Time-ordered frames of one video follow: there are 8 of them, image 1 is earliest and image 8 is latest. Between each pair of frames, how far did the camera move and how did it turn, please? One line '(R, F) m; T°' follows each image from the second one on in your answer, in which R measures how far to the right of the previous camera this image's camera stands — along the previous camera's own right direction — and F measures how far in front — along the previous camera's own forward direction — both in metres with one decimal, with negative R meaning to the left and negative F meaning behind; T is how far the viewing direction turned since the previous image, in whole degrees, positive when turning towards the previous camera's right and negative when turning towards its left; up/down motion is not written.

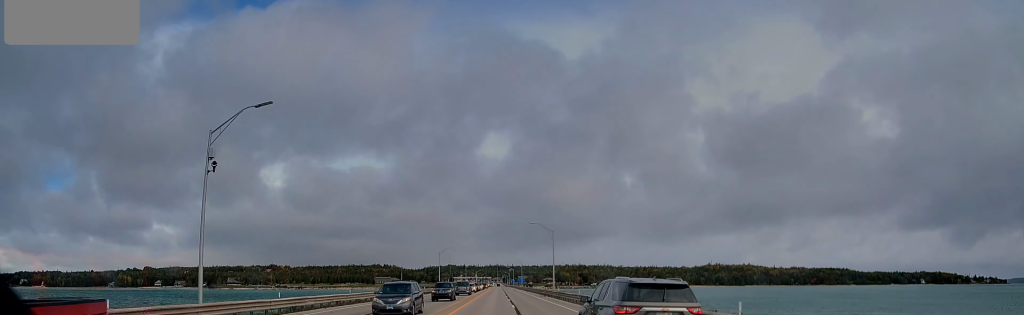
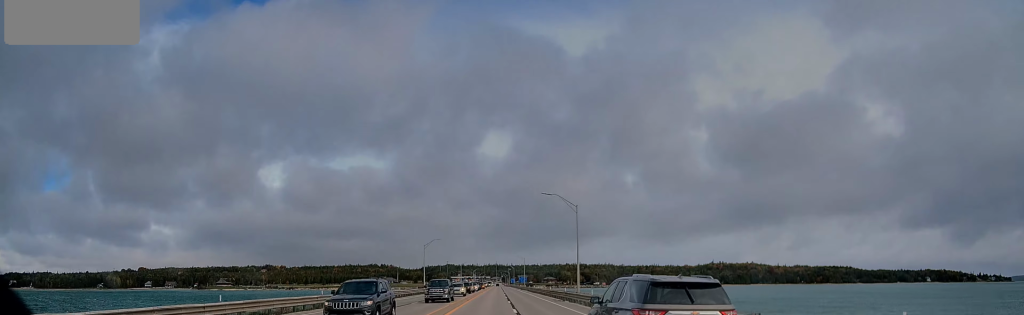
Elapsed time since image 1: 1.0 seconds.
(-0.2, +23.8) m; -1°
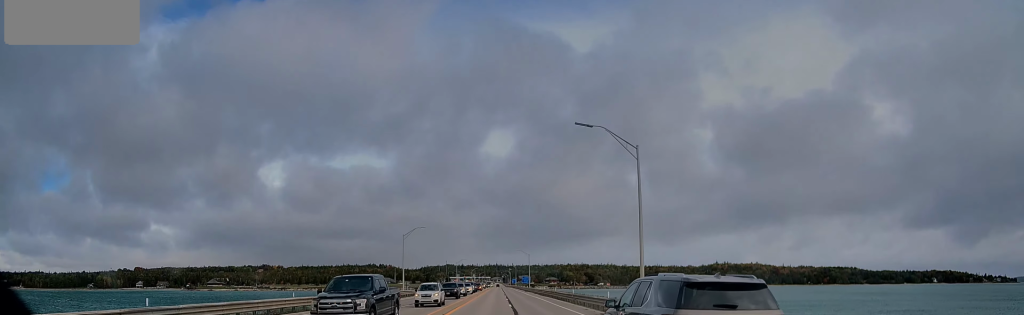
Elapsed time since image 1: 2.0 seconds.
(-0.1, +22.1) m; -1°
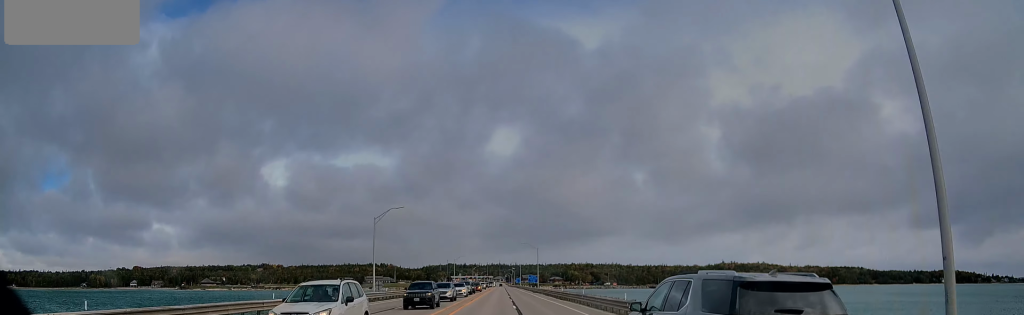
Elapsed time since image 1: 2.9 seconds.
(-0.2, +22.2) m; 0°
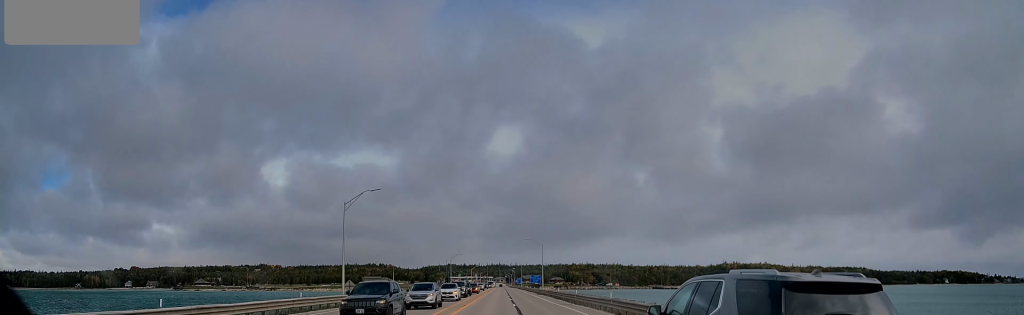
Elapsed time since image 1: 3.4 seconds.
(+0.1, +10.3) m; +1°
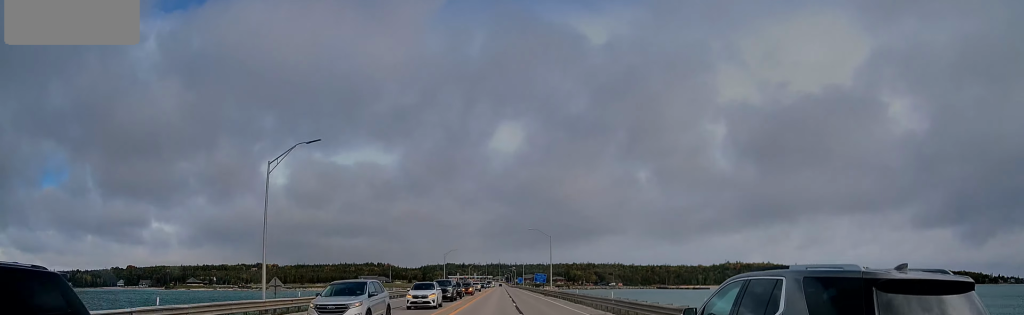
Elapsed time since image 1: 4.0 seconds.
(+0.1, +15.1) m; 0°
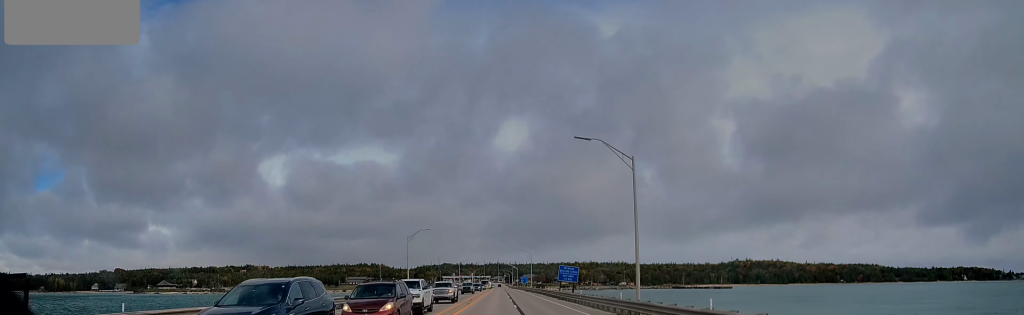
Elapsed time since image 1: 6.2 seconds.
(-0.1, +48.9) m; 0°
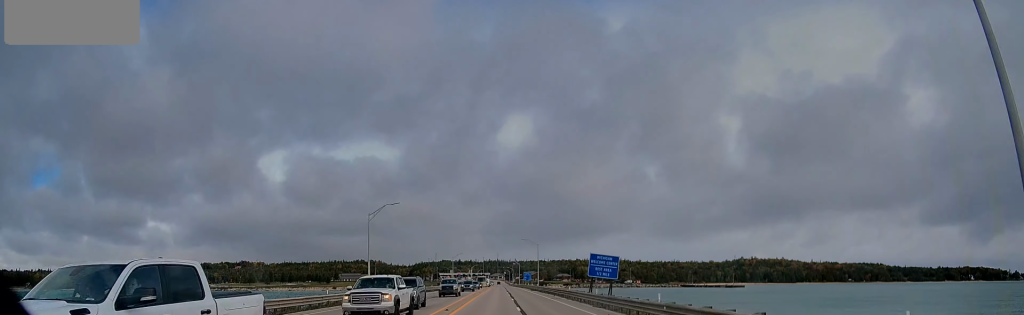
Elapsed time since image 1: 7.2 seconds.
(+0.1, +22.4) m; 0°
